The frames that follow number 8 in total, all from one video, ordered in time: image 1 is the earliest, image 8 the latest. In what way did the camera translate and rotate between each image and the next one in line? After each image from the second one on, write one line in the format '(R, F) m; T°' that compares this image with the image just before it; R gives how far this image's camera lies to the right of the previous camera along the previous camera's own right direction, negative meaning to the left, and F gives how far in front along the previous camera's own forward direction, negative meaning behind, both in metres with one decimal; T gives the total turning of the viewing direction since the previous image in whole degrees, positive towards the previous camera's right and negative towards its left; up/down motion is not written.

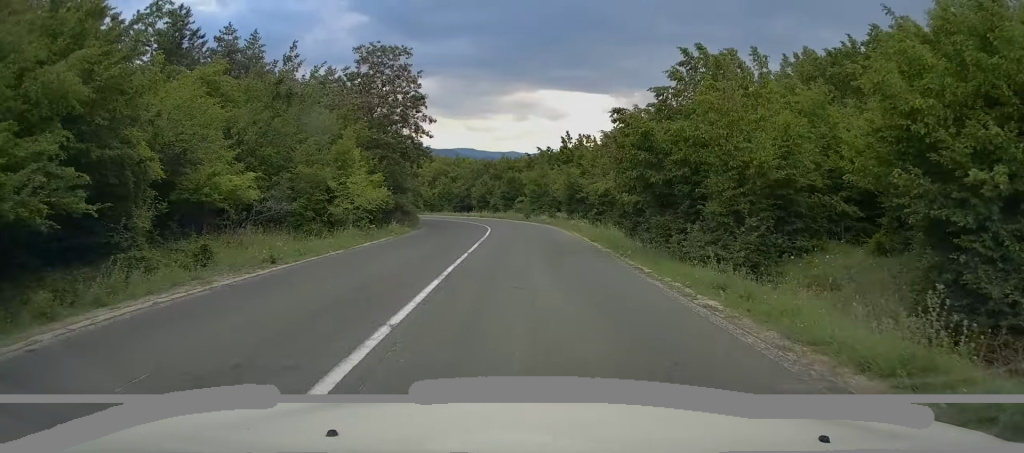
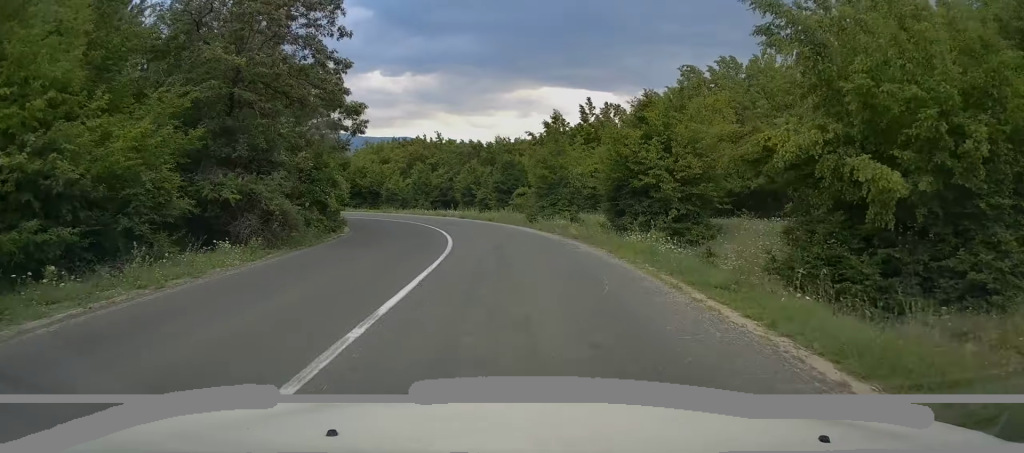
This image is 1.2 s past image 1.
(0.0, +18.5) m; -2°
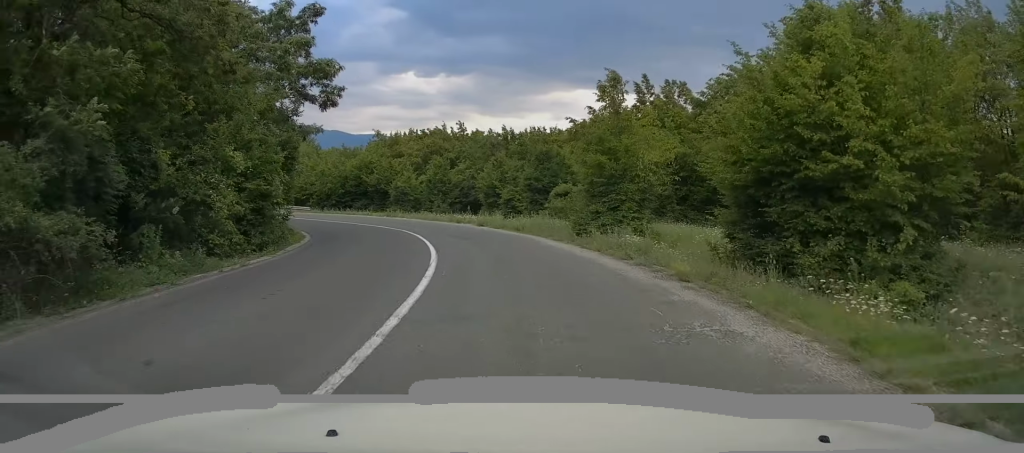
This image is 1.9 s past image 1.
(-0.2, +9.8) m; -3°
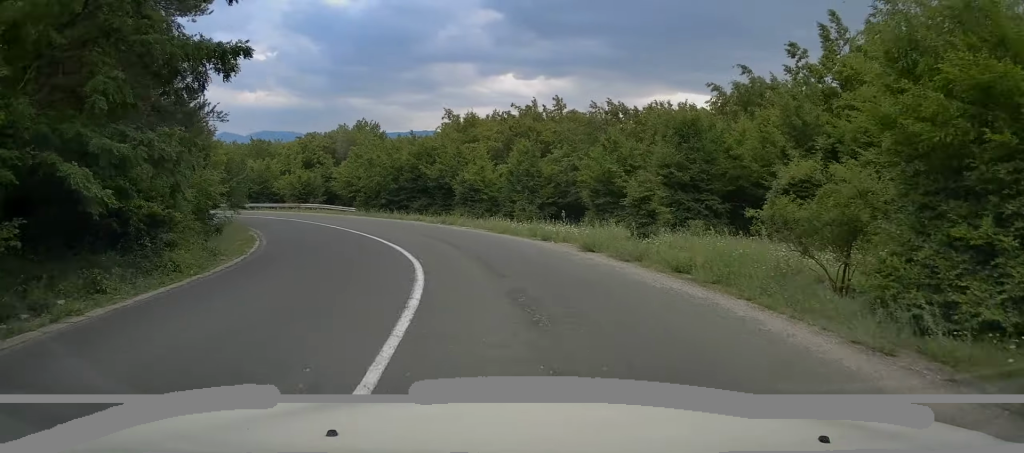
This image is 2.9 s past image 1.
(-0.7, +13.5) m; -9°
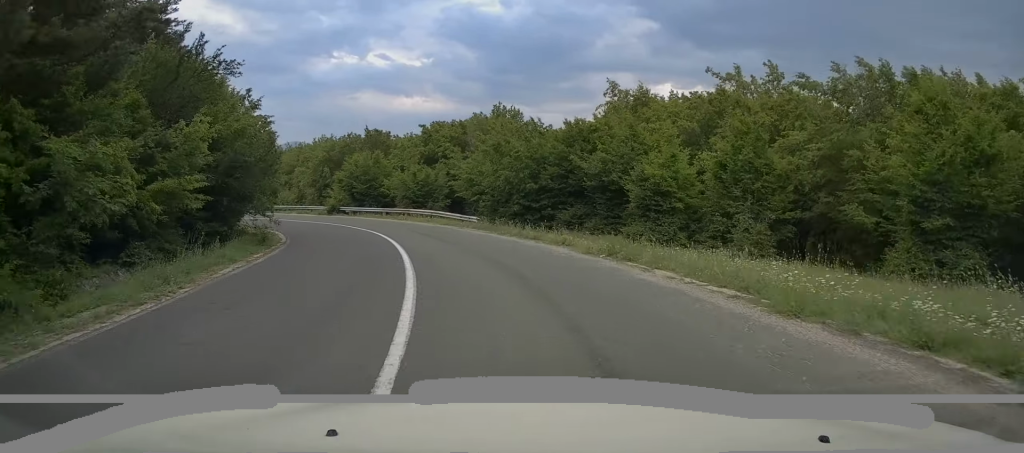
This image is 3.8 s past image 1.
(-1.2, +12.7) m; -13°
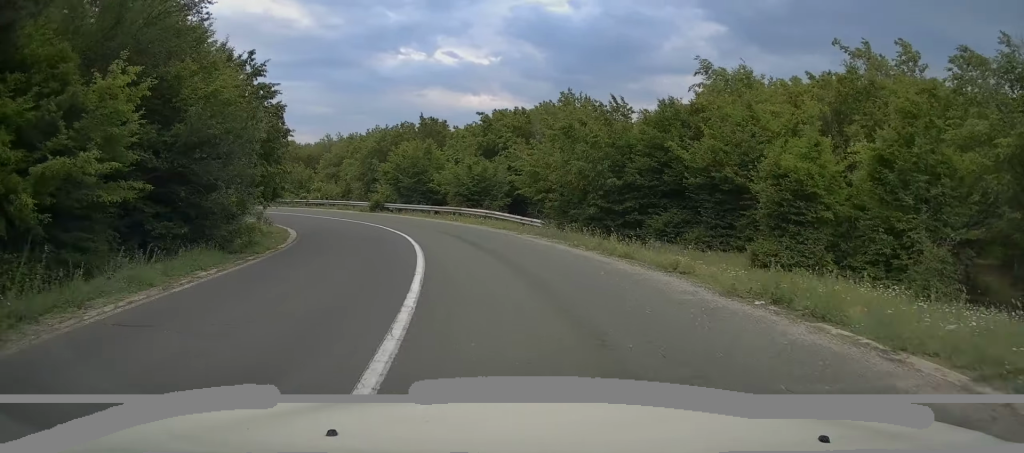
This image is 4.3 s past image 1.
(-0.2, +5.7) m; -7°
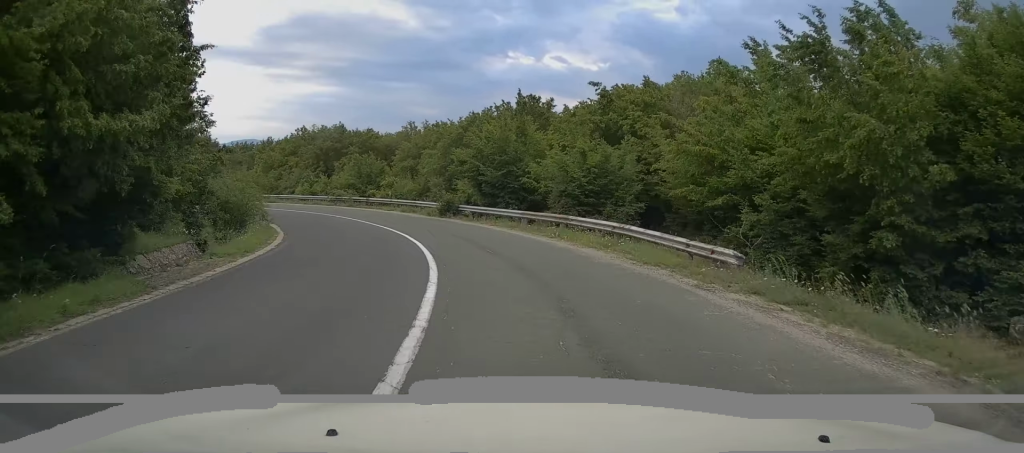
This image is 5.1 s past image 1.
(-1.4, +11.6) m; -12°
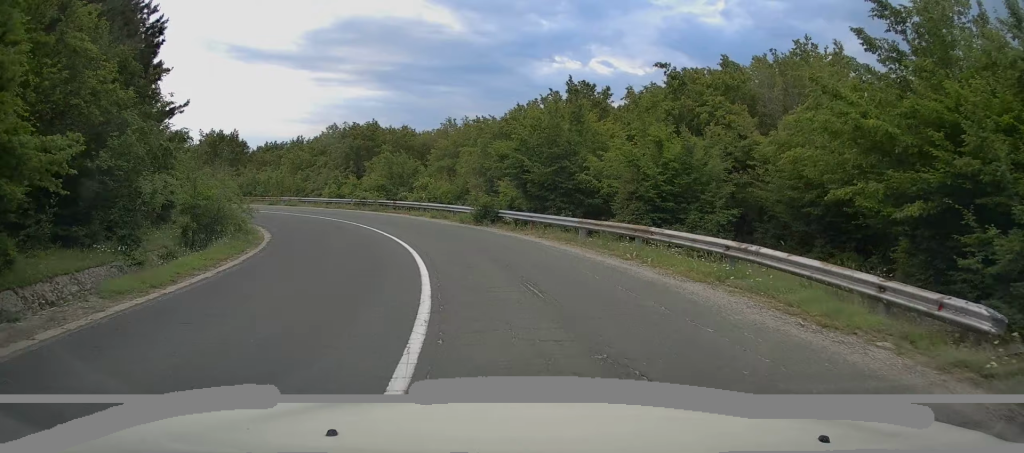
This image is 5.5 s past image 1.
(-0.1, +5.5) m; -5°
